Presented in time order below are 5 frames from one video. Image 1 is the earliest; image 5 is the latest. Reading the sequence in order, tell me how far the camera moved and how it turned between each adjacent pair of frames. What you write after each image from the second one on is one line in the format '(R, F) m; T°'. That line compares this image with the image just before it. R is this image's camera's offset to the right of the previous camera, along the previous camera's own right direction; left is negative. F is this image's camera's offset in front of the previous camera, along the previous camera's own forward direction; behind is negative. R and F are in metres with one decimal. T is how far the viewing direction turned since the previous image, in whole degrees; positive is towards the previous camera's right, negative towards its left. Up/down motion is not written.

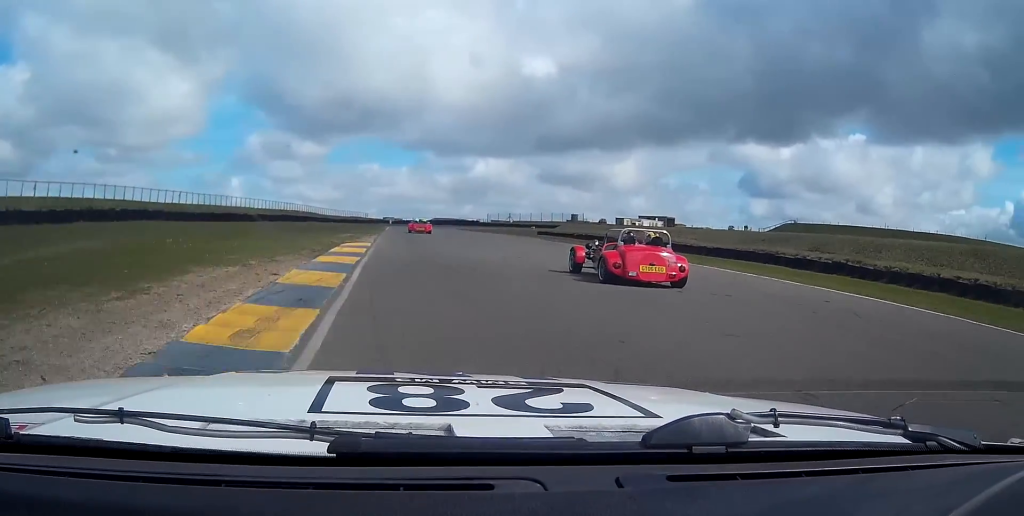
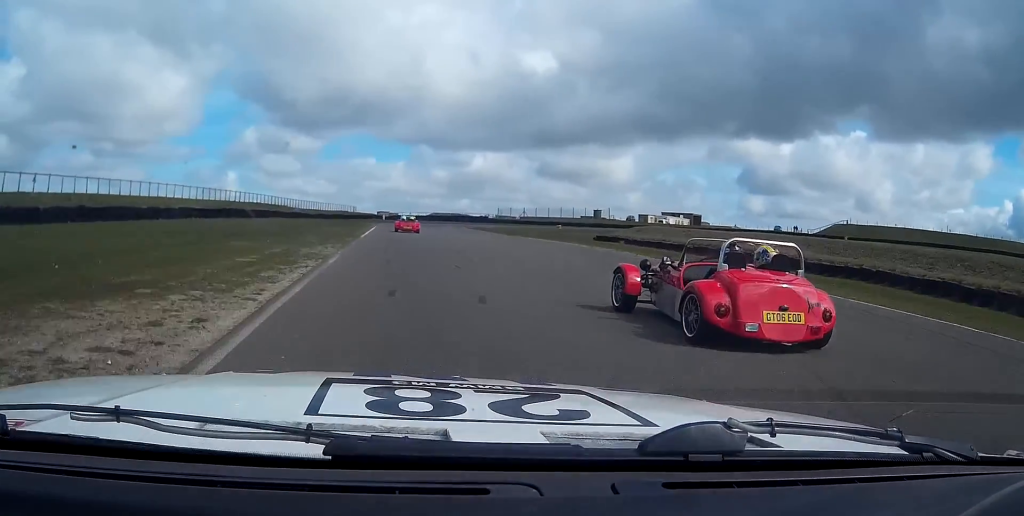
(+2.4, +30.8) m; +5°
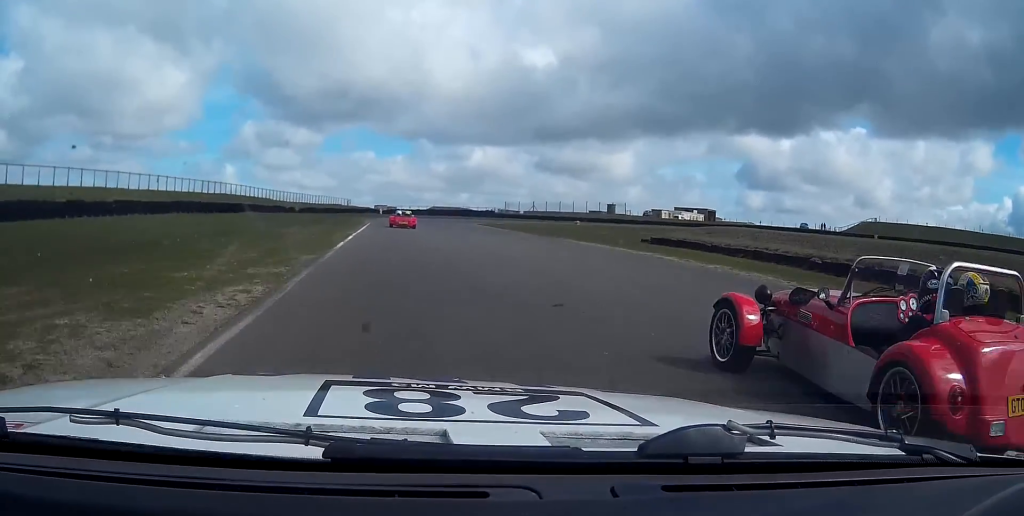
(+0.1, +13.9) m; 0°
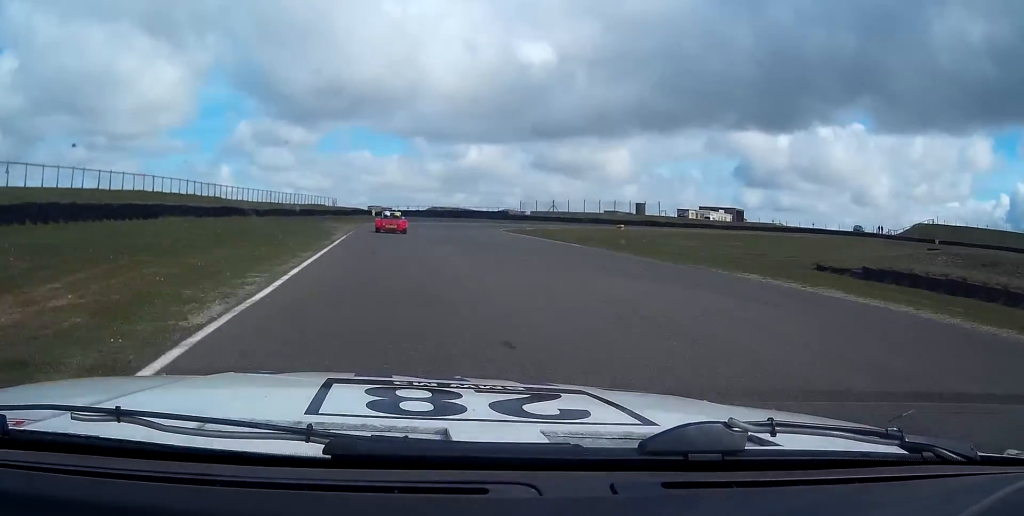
(-0.1, +25.2) m; 0°
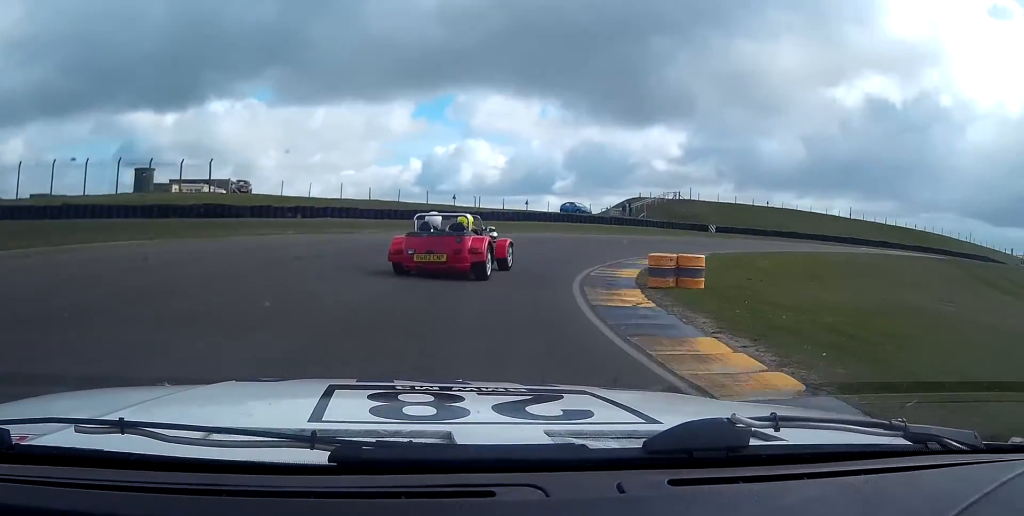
(+17.7, +82.6) m; +49°
